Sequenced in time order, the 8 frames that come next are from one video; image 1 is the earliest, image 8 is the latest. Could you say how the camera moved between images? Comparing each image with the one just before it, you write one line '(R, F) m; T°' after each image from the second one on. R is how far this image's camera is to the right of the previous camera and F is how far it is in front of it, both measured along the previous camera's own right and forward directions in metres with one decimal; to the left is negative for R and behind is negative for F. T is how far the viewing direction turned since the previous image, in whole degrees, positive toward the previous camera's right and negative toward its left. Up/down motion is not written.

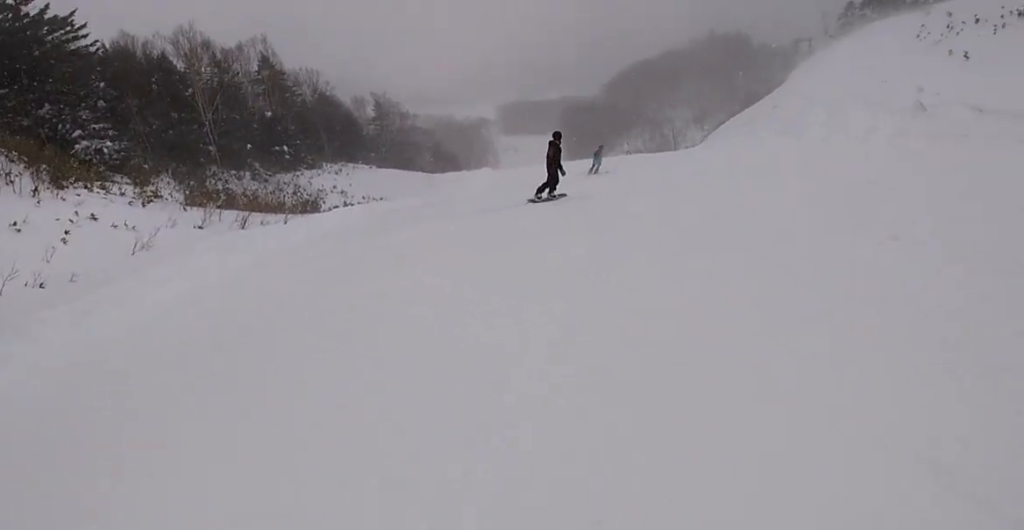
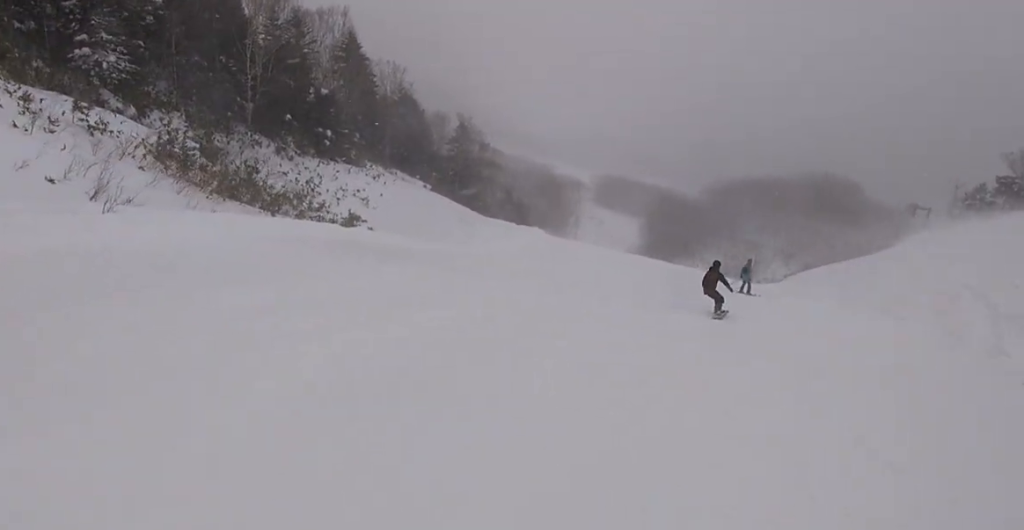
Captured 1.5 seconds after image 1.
(+0.4, +6.8) m; -12°
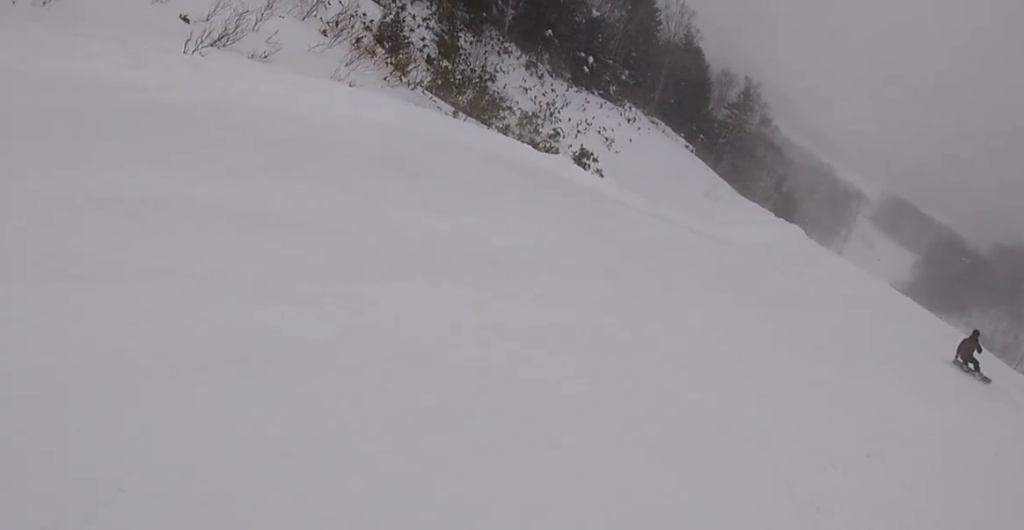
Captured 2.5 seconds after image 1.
(-1.0, +4.2) m; -13°
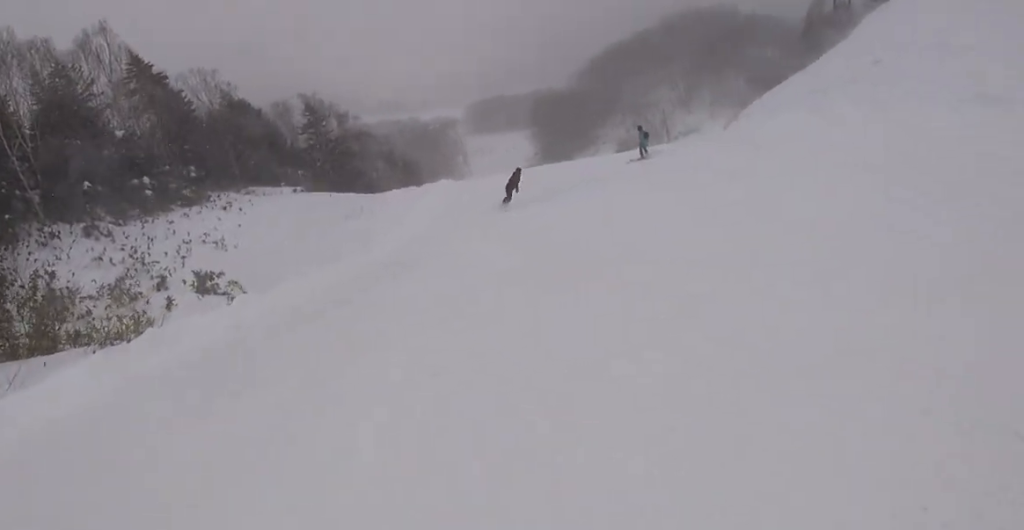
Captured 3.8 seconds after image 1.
(+0.9, +5.9) m; +22°
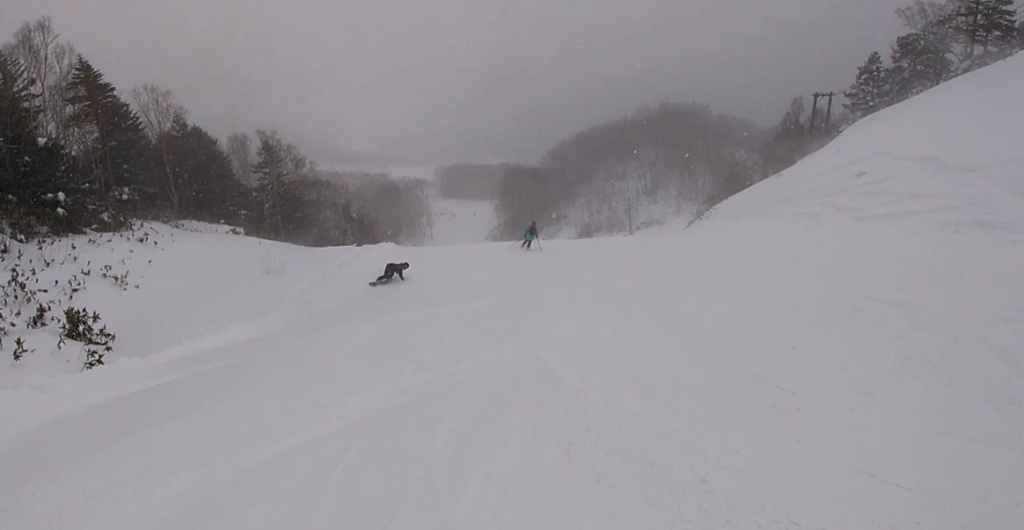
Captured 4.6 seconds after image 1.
(+0.4, +3.8) m; +1°
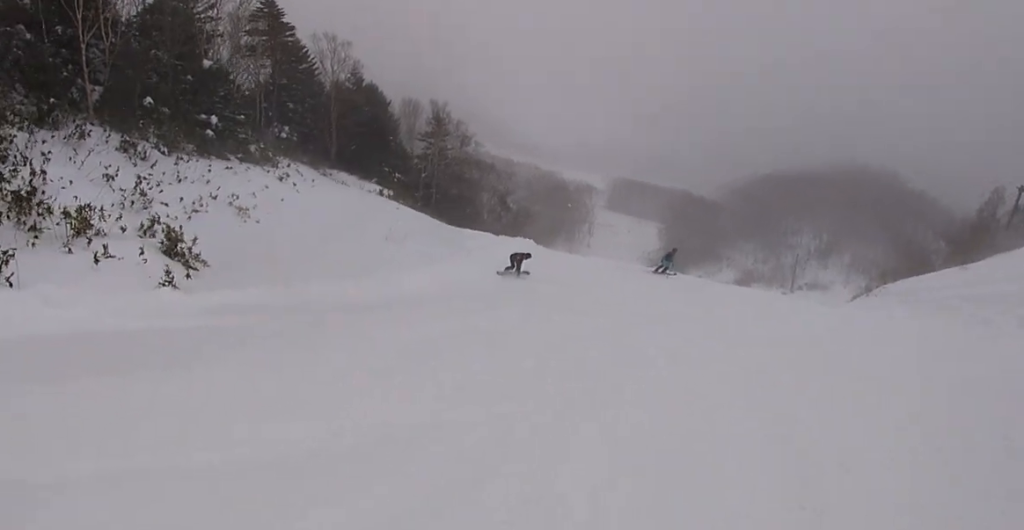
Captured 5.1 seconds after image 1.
(0.0, +2.3) m; -6°
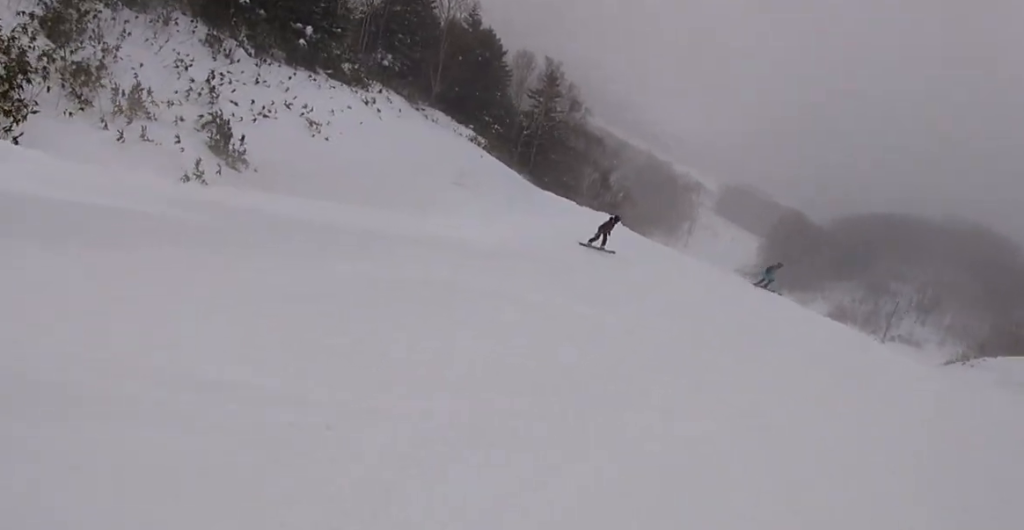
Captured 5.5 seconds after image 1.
(-0.2, +2.0) m; -4°
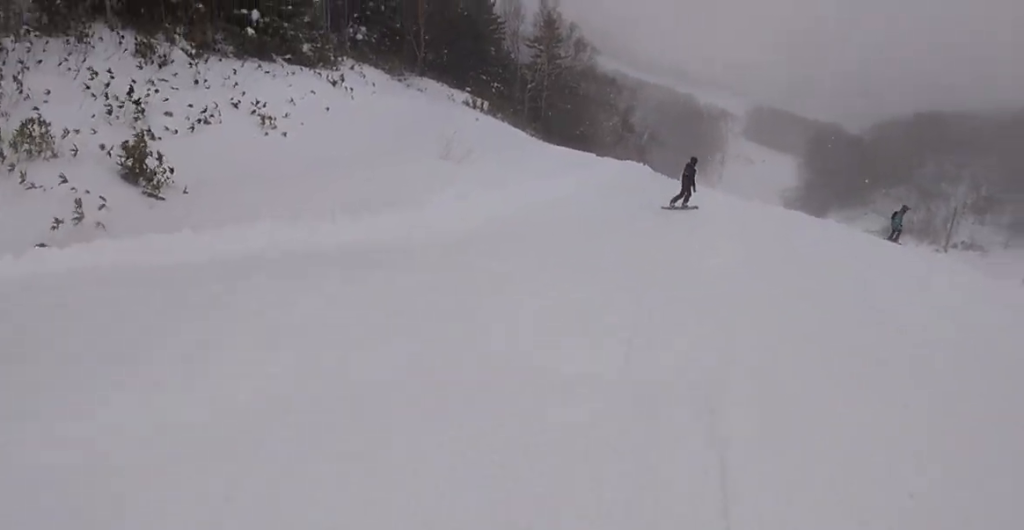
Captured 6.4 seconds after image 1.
(-0.4, +4.2) m; -3°
